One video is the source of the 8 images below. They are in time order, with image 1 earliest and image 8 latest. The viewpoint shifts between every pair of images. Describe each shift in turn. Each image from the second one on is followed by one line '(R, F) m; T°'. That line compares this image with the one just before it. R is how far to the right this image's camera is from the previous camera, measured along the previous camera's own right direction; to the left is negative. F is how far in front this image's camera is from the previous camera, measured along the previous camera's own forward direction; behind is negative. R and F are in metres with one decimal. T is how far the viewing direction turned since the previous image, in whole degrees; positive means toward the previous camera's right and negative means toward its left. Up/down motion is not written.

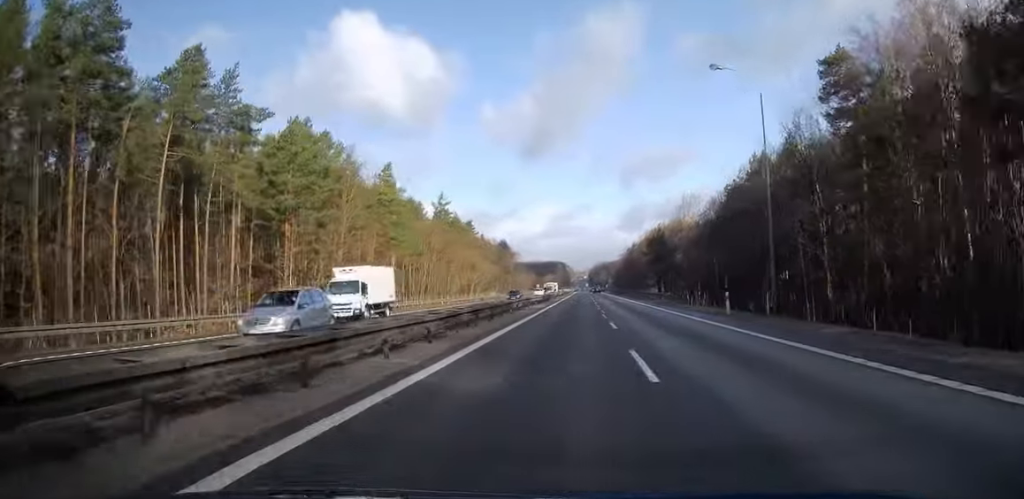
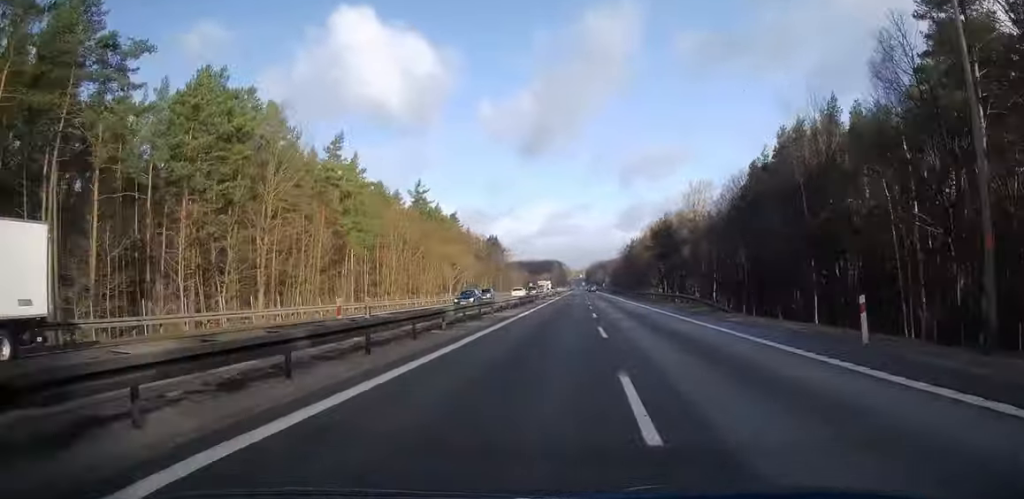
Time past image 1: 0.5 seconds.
(0.0, +15.6) m; 0°
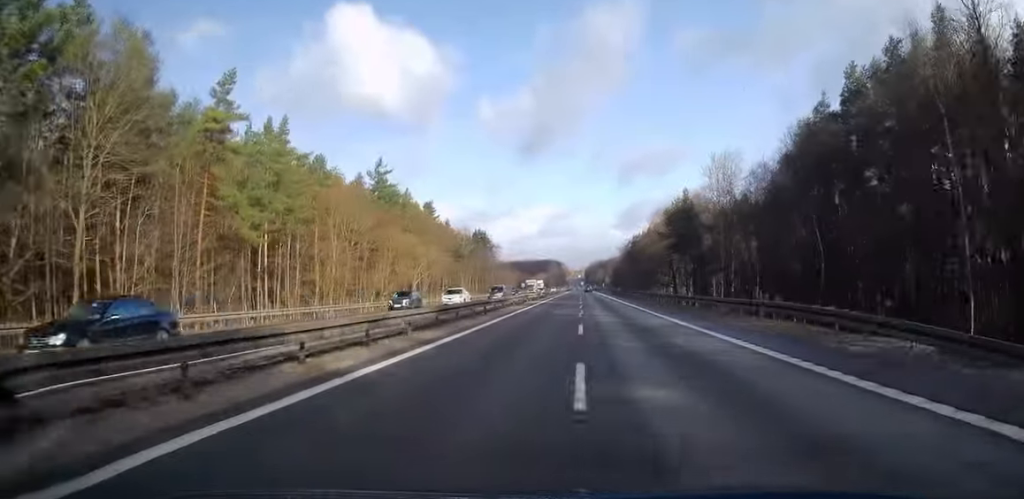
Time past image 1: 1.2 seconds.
(+0.1, +22.0) m; 0°
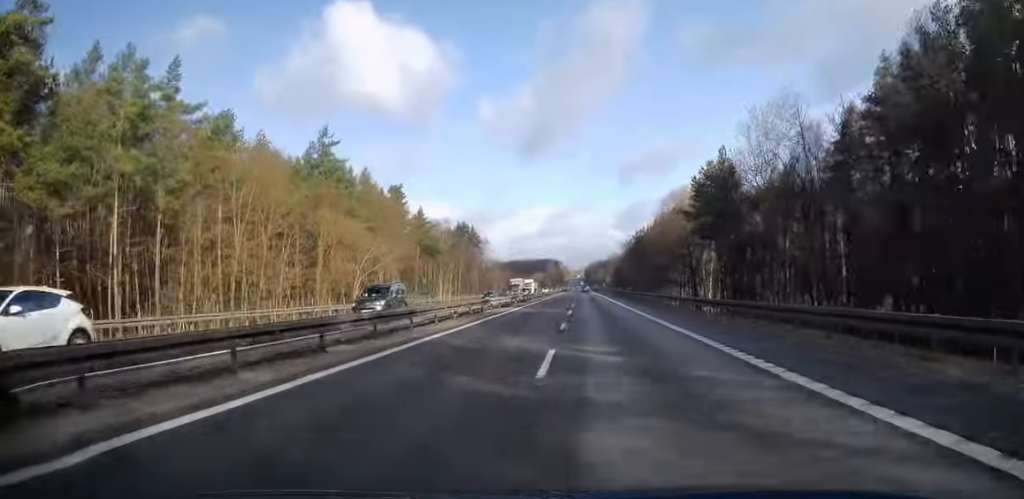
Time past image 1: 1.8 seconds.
(+0.2, +21.5) m; 0°
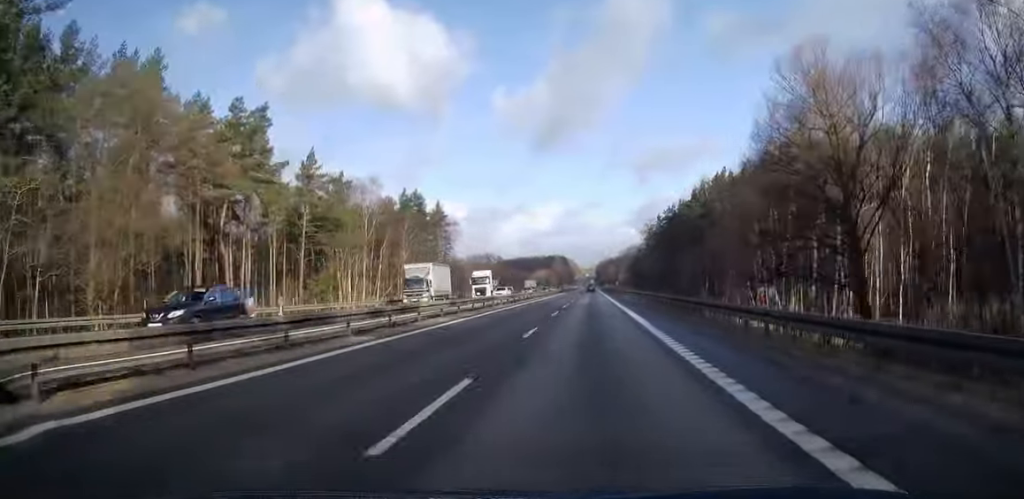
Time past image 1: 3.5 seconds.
(-0.5, +52.0) m; -1°
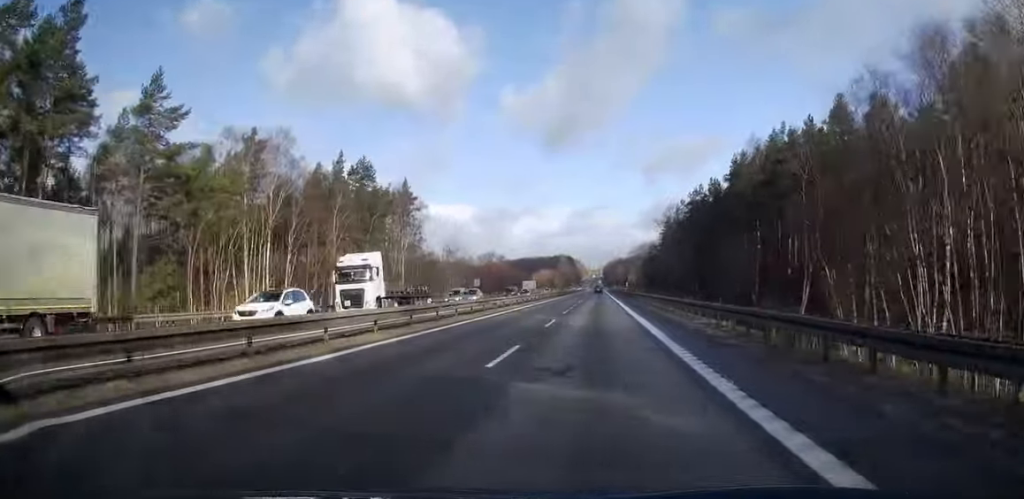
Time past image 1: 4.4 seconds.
(-0.2, +29.8) m; 0°
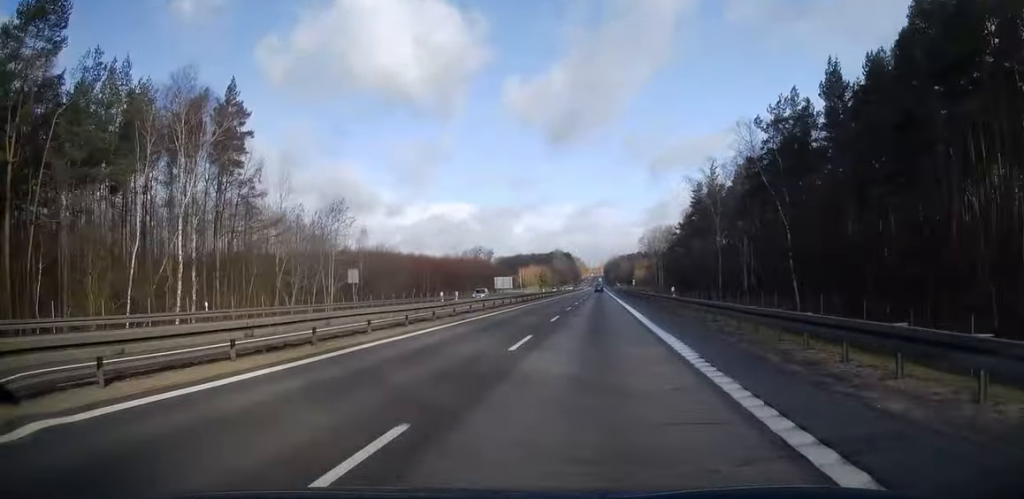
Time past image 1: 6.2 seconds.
(0.0, +56.9) m; 0°
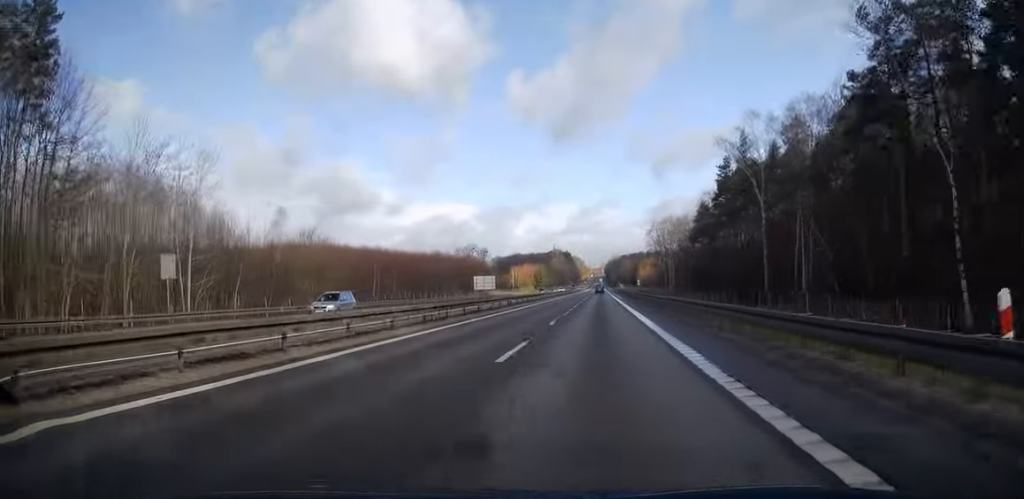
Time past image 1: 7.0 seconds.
(-0.2, +26.0) m; 0°
